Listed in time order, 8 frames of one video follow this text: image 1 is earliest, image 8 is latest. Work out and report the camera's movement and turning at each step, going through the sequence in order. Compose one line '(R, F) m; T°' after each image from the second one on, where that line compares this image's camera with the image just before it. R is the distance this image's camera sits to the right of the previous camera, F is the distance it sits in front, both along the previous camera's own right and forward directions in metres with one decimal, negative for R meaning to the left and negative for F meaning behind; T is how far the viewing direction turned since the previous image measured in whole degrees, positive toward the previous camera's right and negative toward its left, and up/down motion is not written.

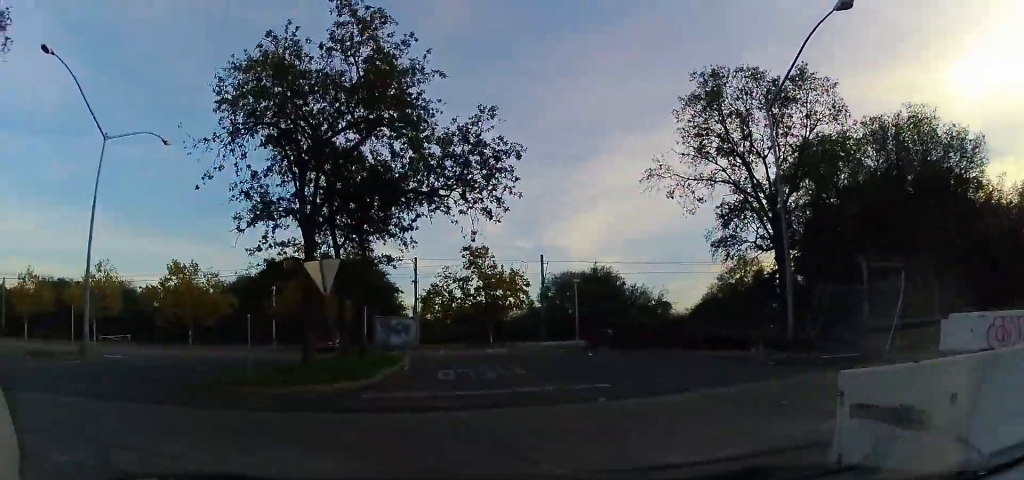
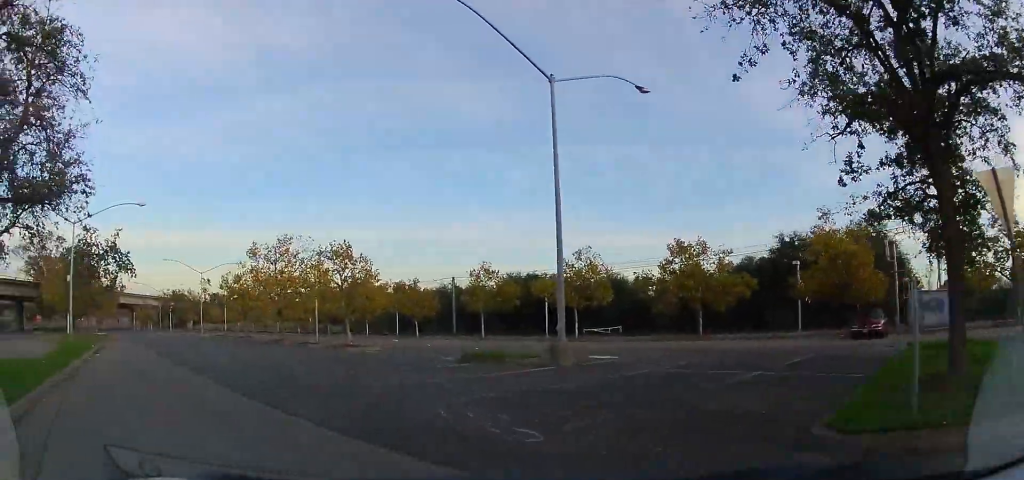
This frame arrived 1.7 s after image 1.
(-2.9, +4.8) m; -67°
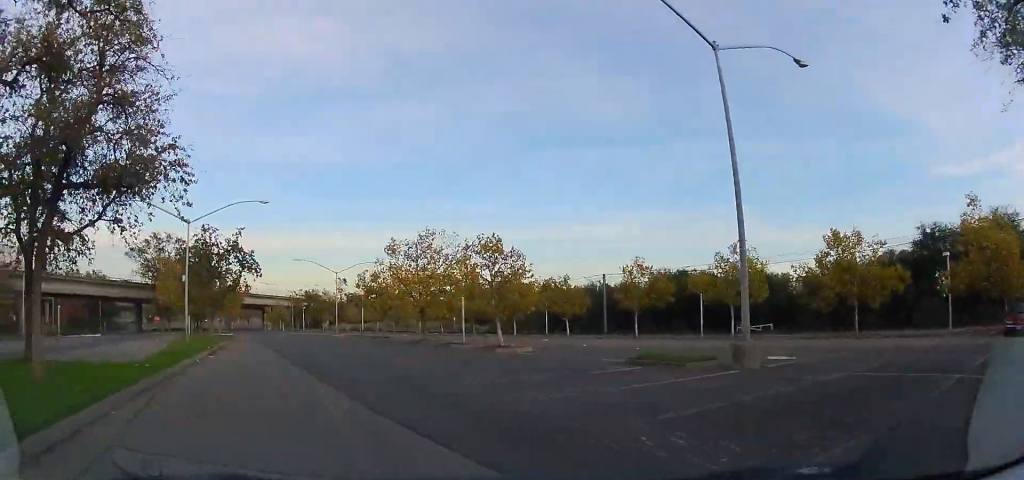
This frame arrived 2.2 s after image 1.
(-0.4, +1.8) m; -9°
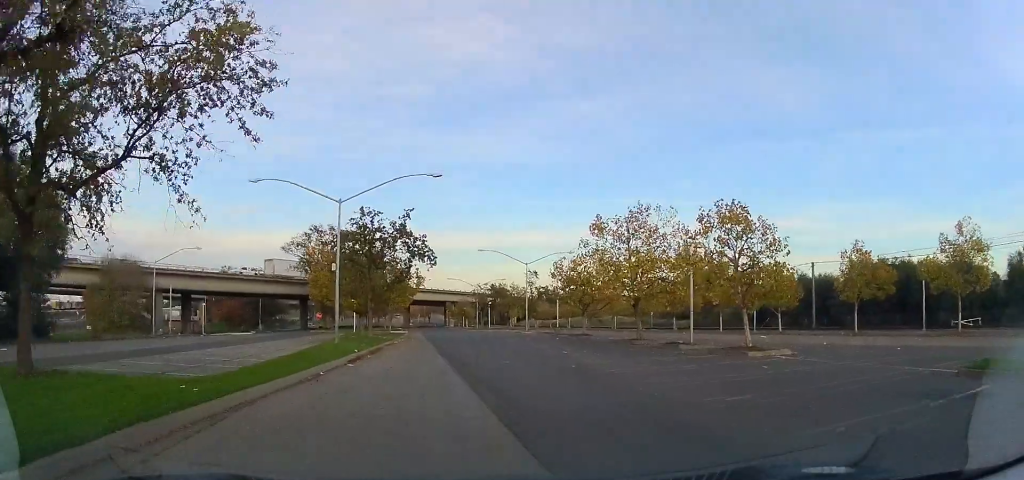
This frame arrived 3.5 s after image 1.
(-0.9, +5.6) m; -12°
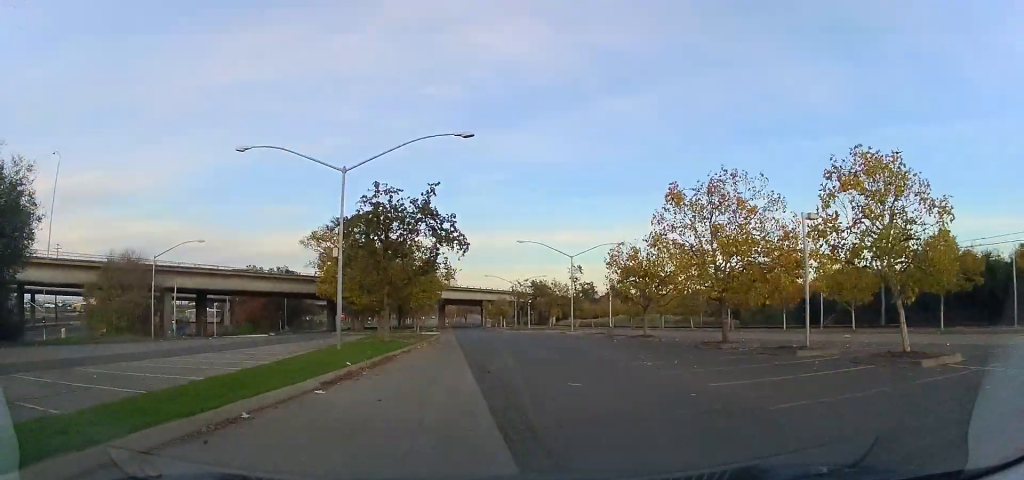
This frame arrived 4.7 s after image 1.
(-0.2, +6.2) m; -3°
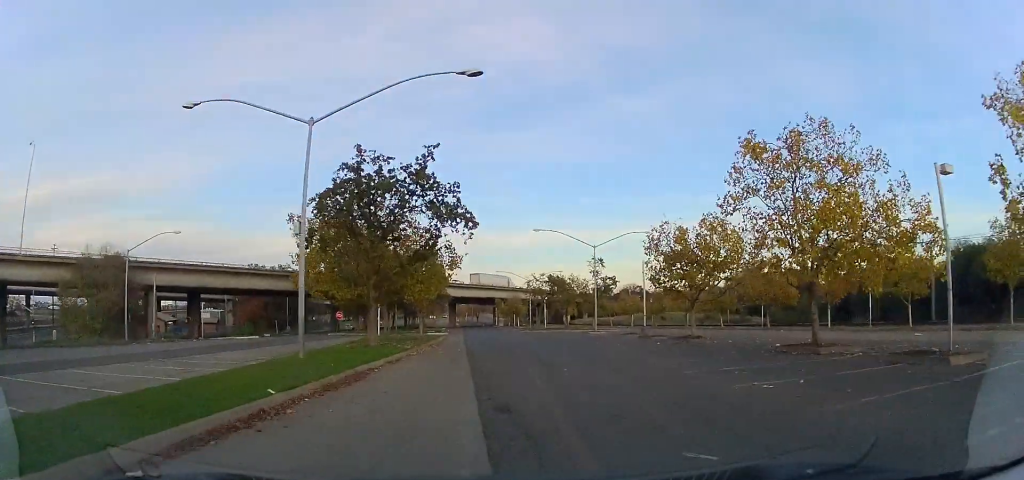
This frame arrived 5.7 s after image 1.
(0.0, +6.1) m; +3°
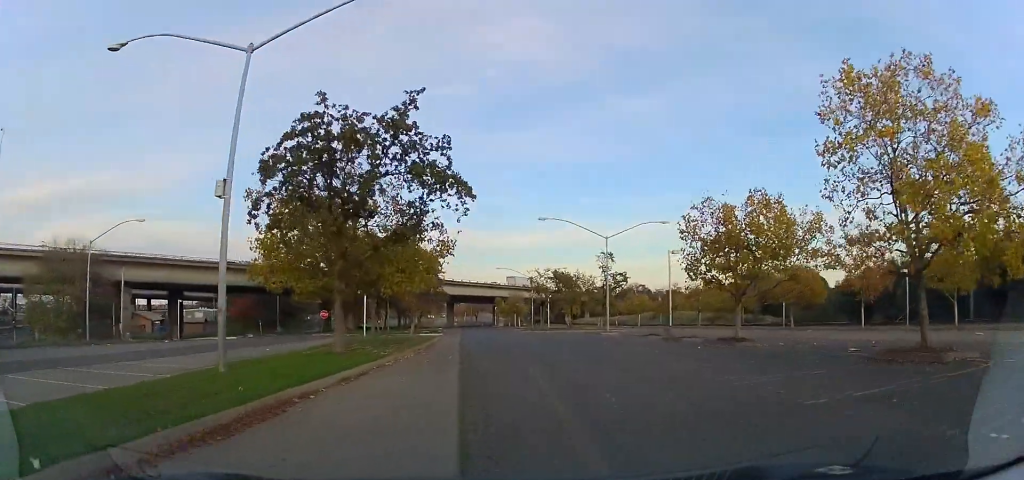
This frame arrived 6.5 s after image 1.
(+0.3, +5.3) m; 0°
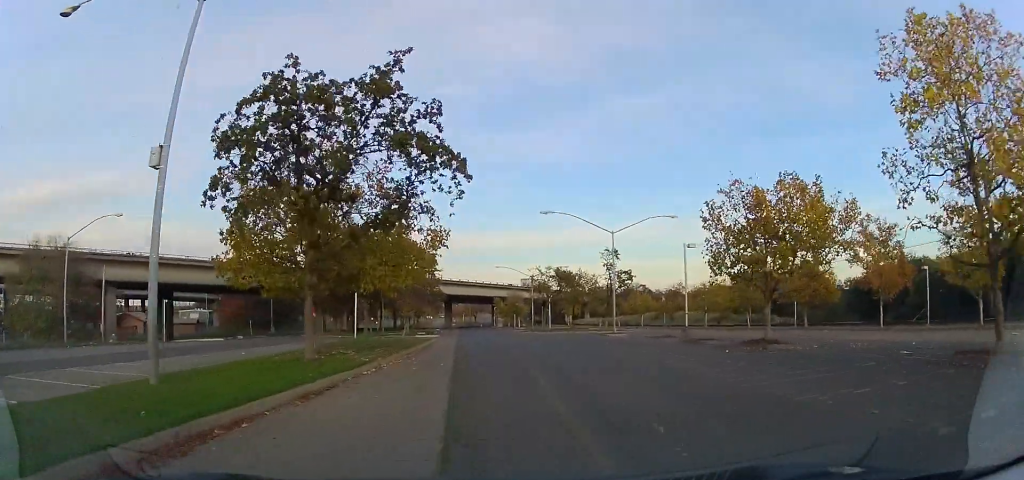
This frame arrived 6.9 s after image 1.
(0.0, +2.7) m; -1°
